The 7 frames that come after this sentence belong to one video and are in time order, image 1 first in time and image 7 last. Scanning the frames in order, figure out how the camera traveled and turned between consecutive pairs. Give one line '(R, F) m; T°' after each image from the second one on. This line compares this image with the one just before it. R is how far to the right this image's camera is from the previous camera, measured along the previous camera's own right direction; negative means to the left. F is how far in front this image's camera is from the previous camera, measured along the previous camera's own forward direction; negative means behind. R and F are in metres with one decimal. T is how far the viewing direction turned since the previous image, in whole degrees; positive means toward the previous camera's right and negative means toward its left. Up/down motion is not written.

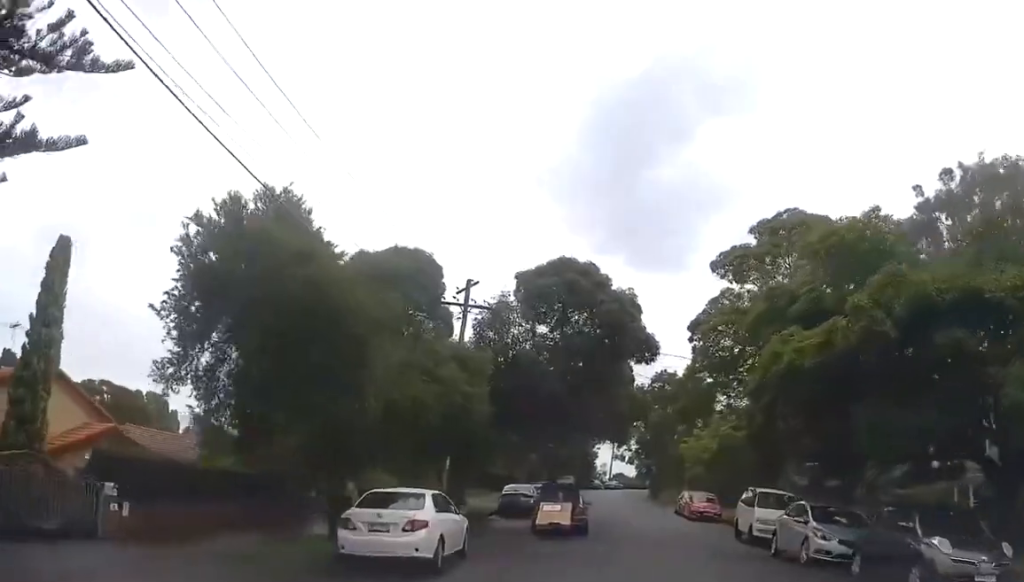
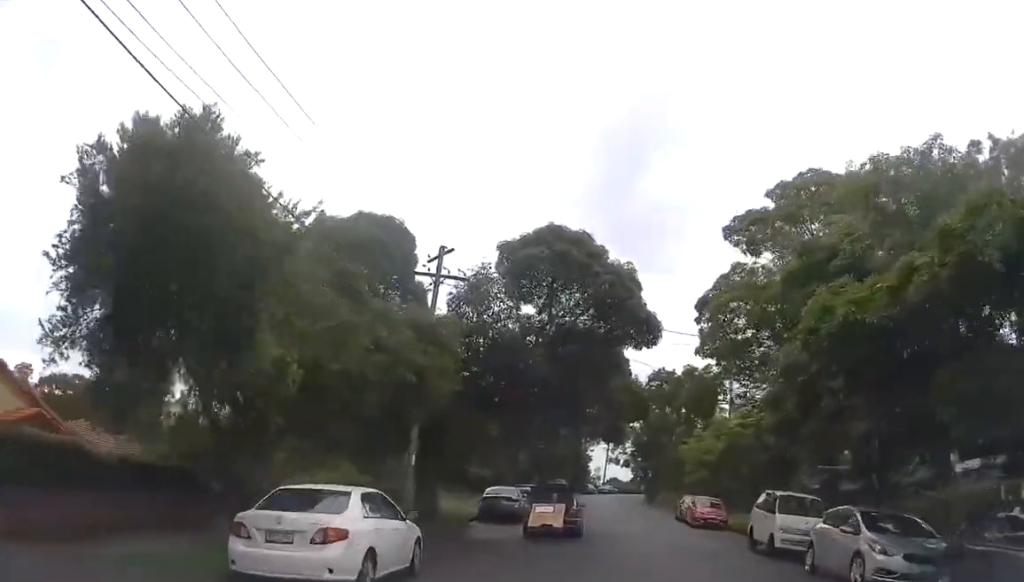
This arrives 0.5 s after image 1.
(0.0, +3.7) m; 0°
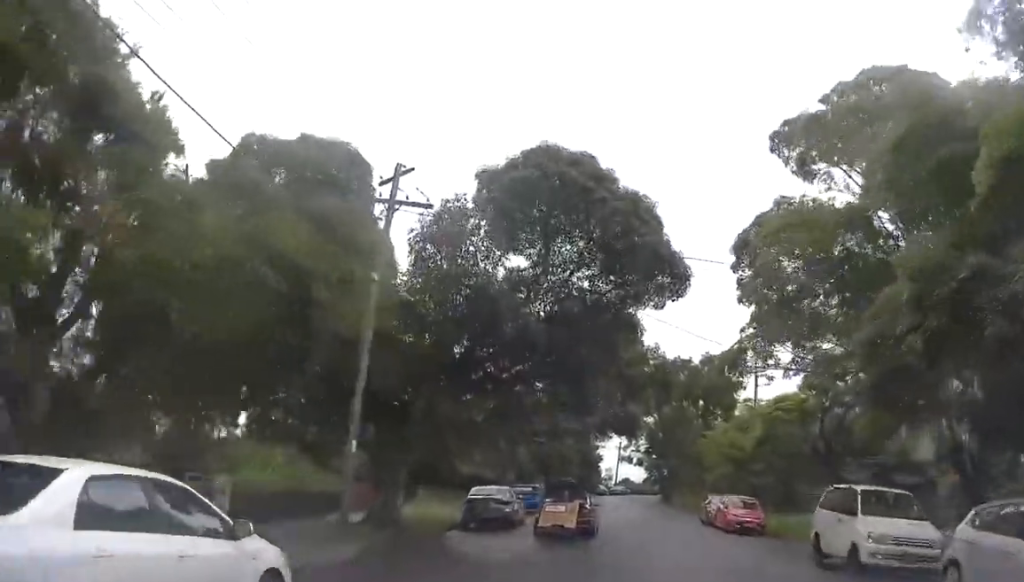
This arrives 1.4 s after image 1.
(0.0, +6.0) m; 0°
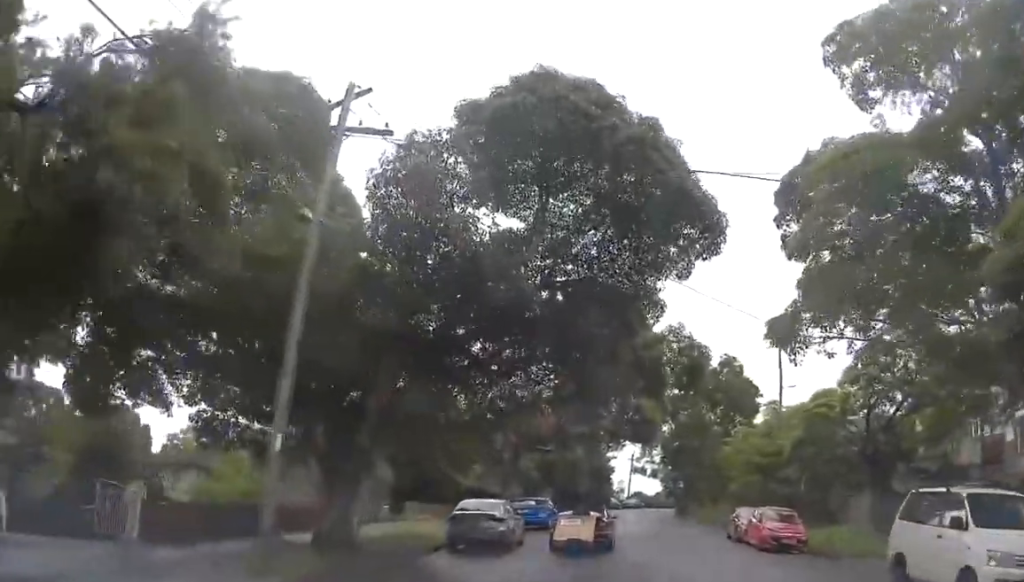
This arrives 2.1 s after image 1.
(0.0, +4.5) m; 0°
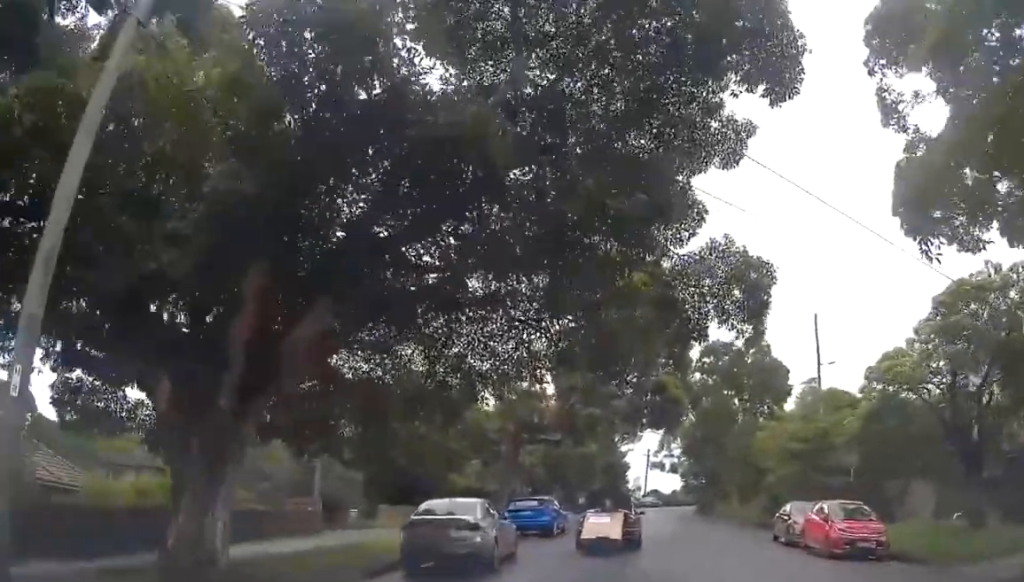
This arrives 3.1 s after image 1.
(-0.1, +6.7) m; +2°
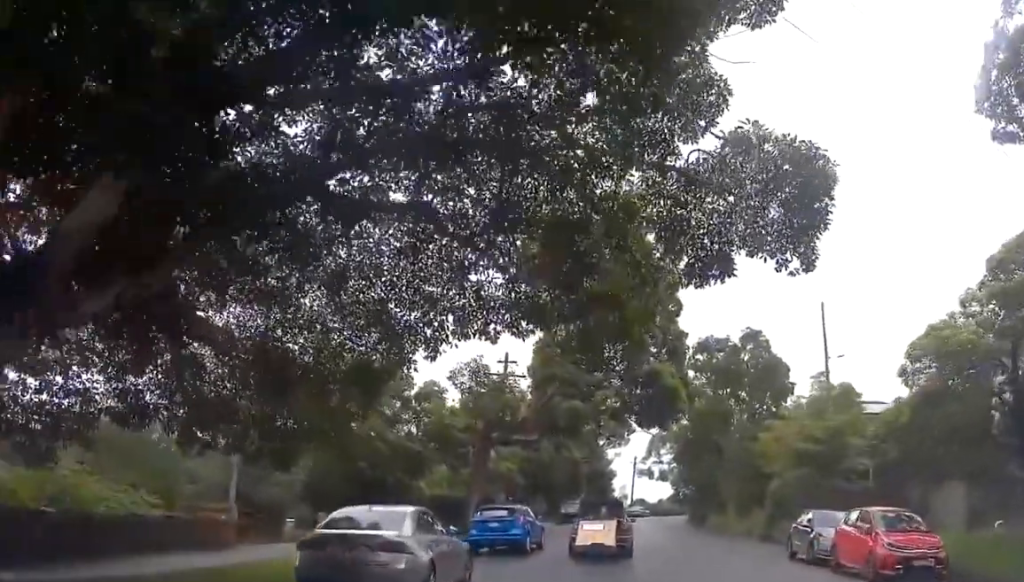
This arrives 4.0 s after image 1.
(+0.2, +4.5) m; +2°
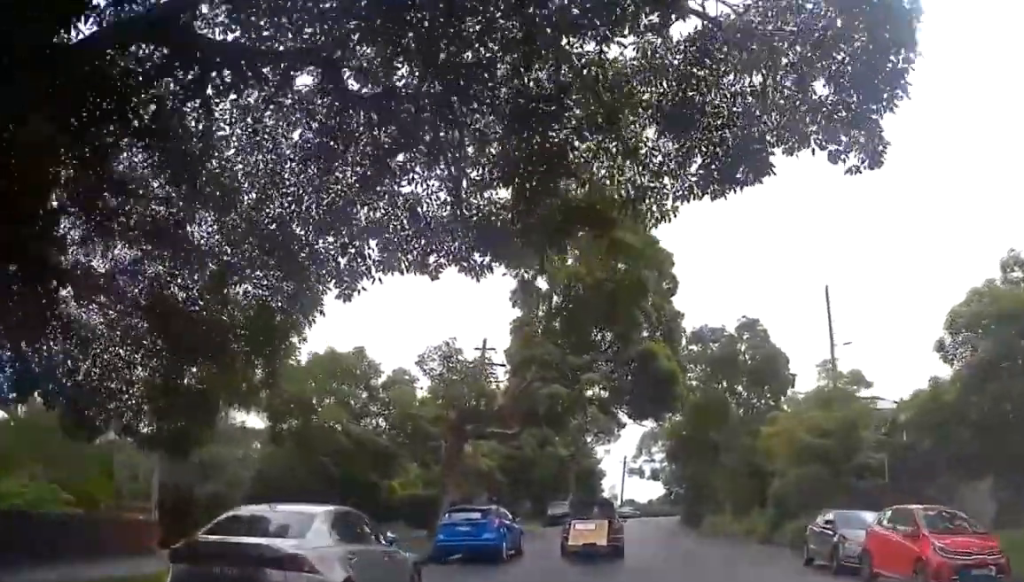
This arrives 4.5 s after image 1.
(+0.1, +2.9) m; +1°
